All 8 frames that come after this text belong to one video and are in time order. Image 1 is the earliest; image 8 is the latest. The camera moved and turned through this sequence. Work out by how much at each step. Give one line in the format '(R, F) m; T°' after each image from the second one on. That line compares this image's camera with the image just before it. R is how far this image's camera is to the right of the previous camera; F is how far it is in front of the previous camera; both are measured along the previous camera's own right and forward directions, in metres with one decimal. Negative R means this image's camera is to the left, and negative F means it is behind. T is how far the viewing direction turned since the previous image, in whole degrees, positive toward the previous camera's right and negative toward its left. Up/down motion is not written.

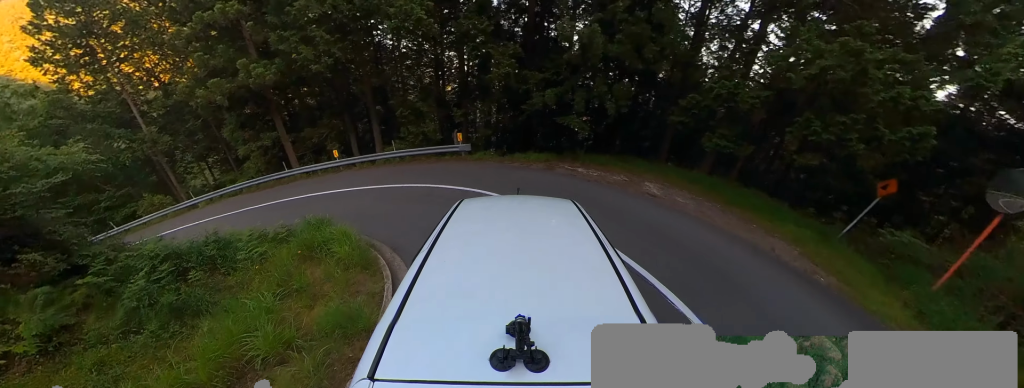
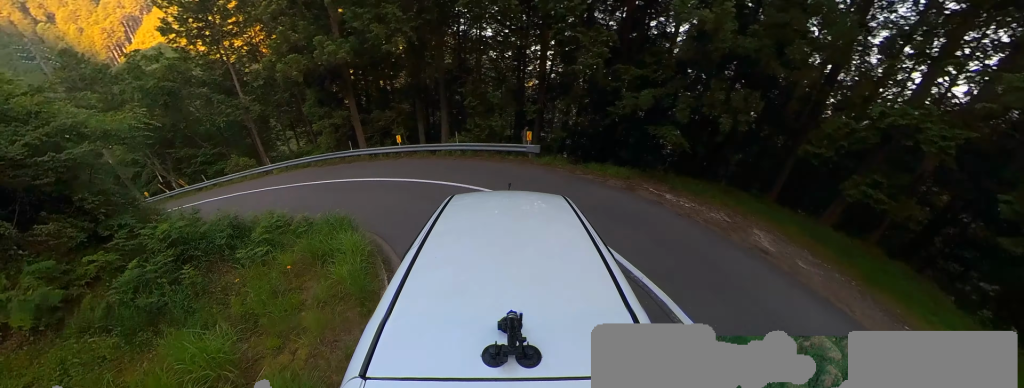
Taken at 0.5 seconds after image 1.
(-0.2, +1.4) m; -16°
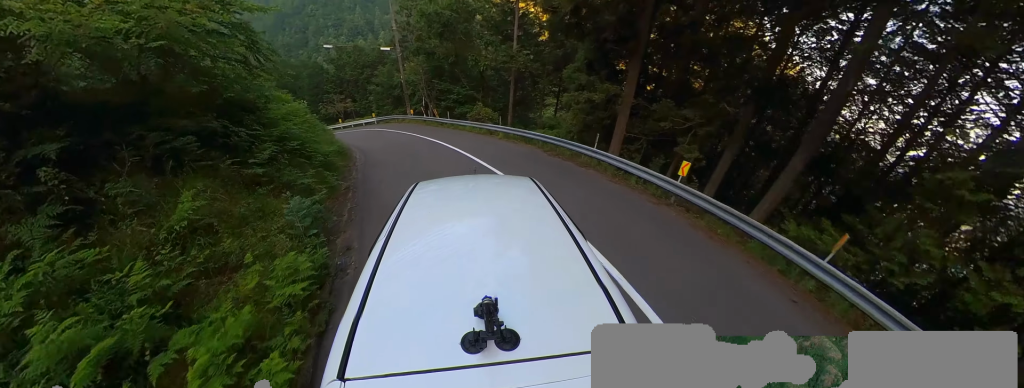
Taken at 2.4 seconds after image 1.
(-3.5, +5.2) m; -58°
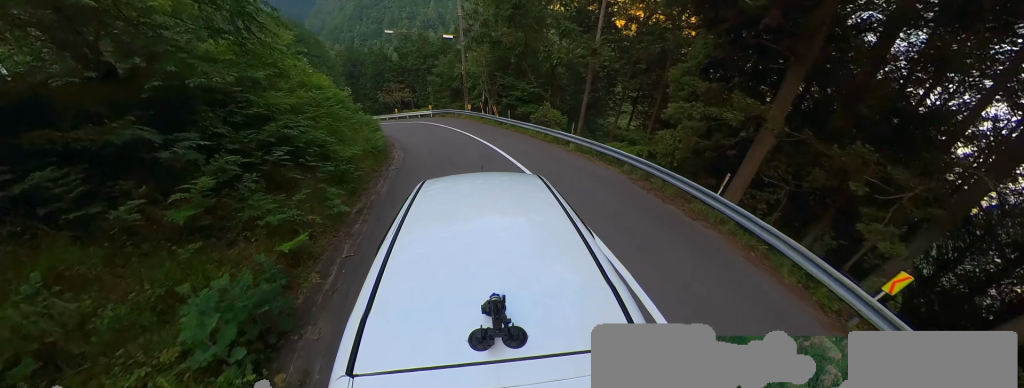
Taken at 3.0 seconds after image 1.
(-0.4, +3.4) m; -7°
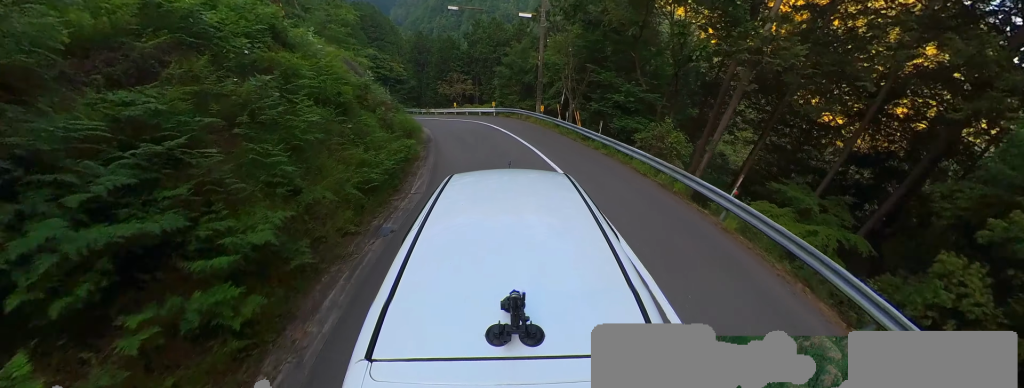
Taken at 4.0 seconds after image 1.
(-0.4, +6.5) m; -9°
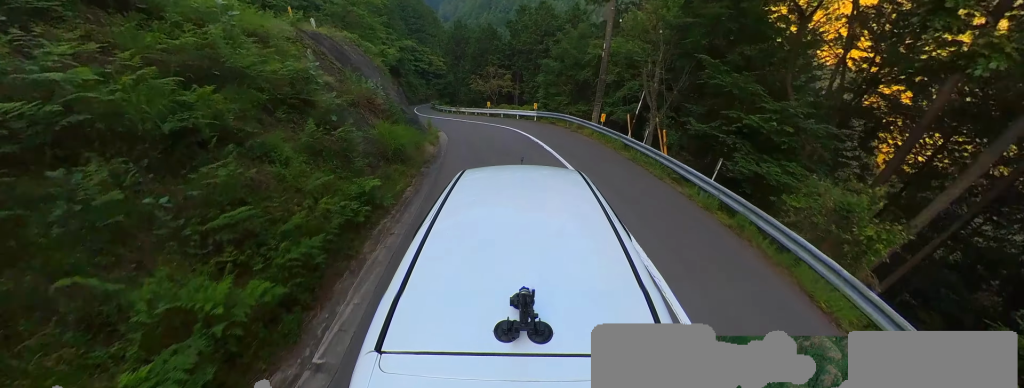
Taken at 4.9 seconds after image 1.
(-0.4, +5.9) m; -9°
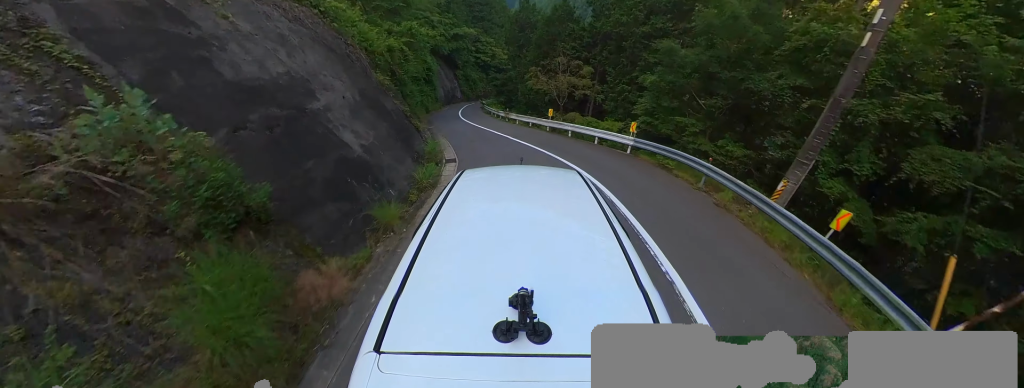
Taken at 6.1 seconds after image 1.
(-1.2, +9.9) m; -12°
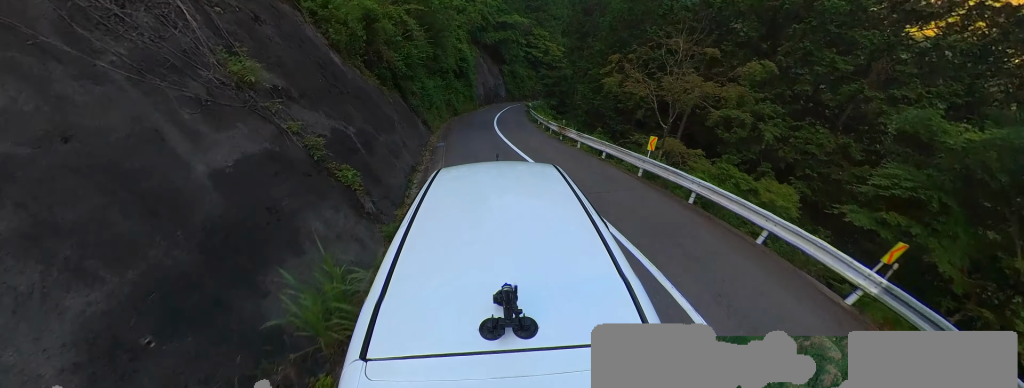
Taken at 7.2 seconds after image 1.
(-0.7, +8.5) m; -15°
